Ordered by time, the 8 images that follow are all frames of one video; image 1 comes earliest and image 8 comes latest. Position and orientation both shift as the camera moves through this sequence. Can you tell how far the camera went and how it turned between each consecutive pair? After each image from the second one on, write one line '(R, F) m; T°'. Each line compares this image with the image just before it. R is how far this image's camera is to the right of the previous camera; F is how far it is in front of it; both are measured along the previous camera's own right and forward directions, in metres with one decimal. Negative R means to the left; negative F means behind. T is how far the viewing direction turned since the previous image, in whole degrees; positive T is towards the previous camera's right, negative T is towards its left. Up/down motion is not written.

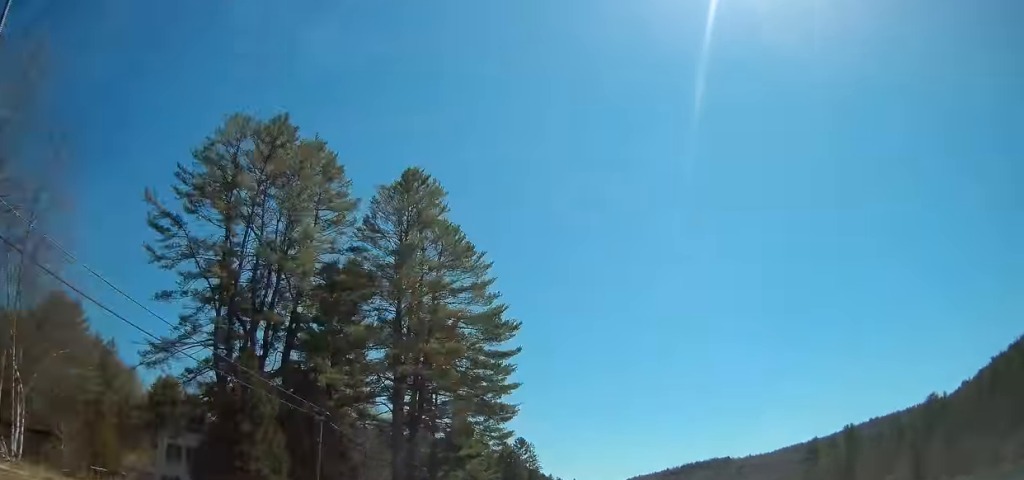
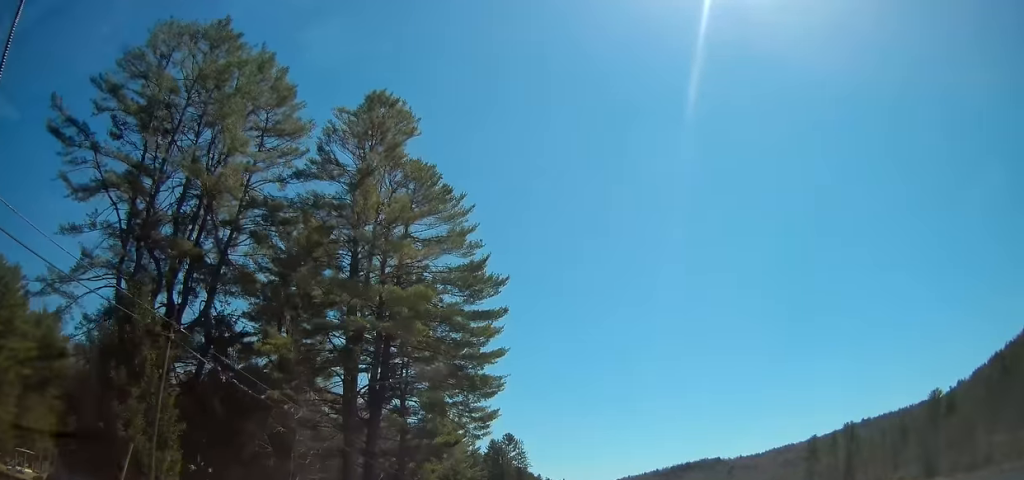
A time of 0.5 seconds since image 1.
(+0.1, +11.5) m; +1°
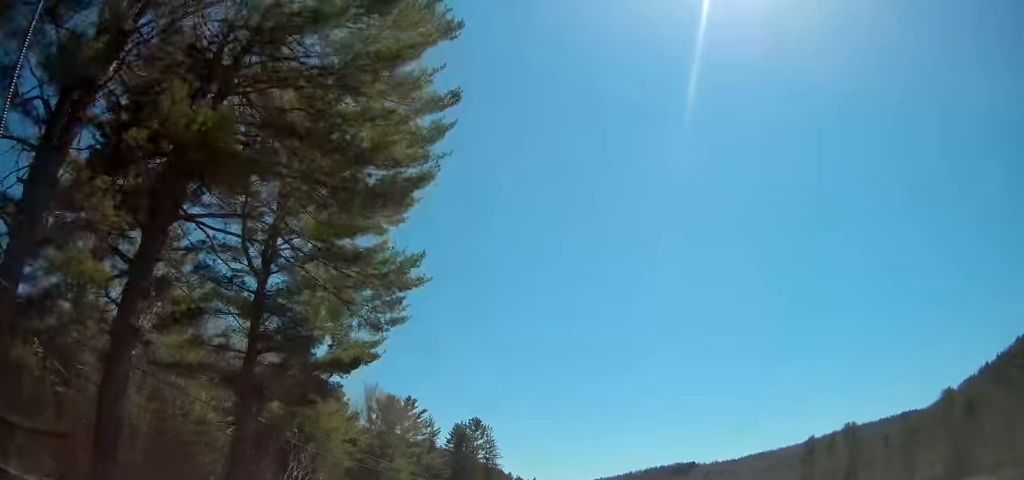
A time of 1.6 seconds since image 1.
(+0.5, +28.2) m; +2°
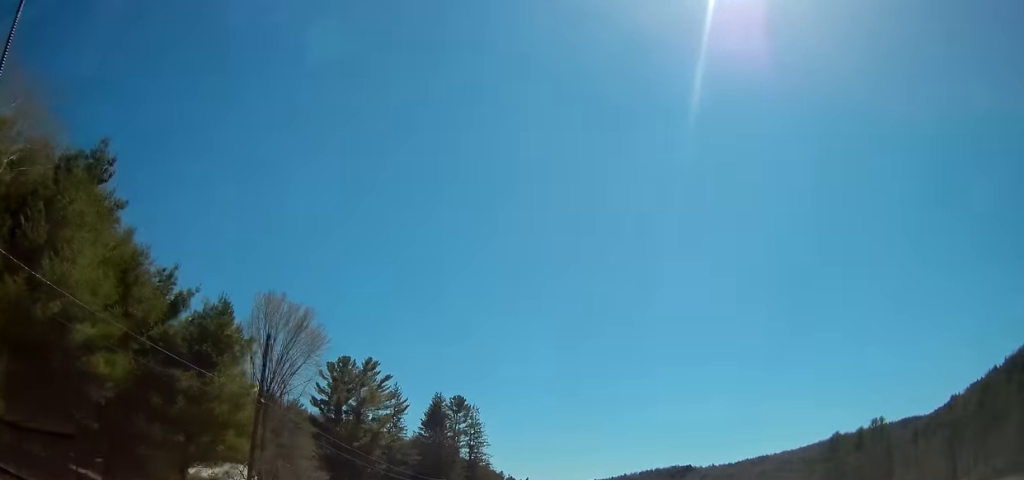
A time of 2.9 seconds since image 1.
(+0.6, +31.5) m; +2°
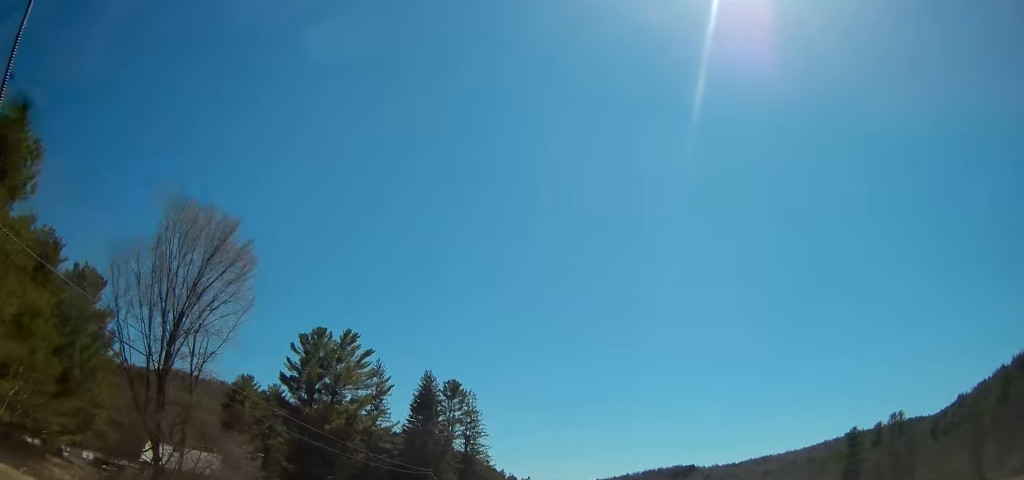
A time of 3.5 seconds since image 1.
(+0.1, +14.9) m; 0°
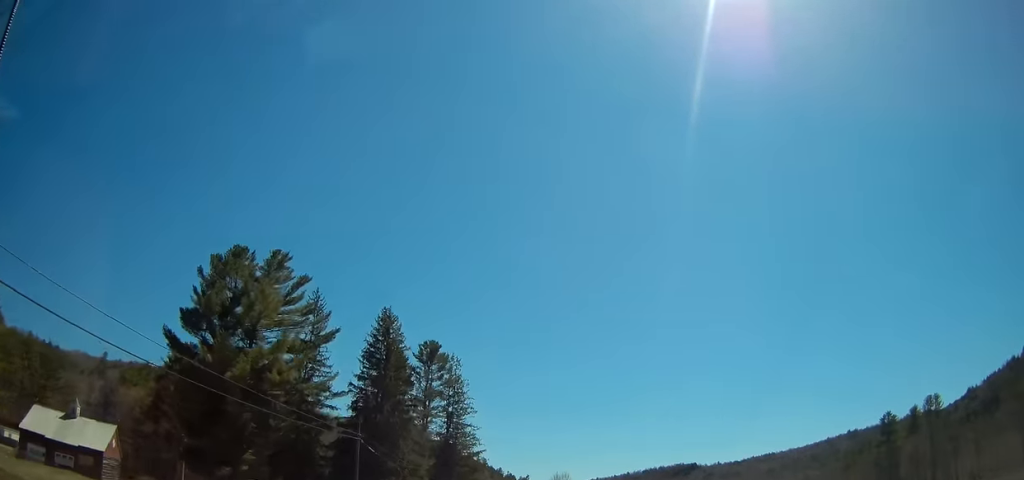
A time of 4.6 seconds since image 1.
(+0.1, +28.1) m; -1°
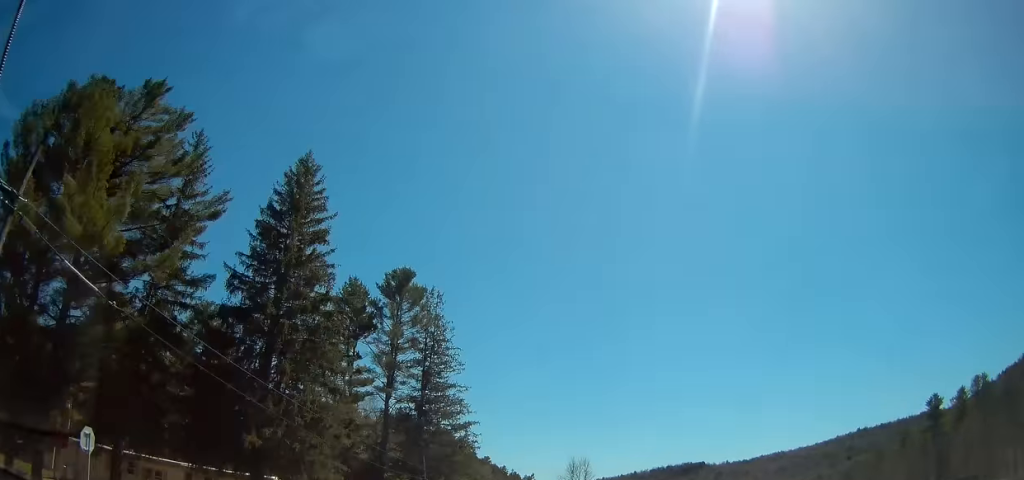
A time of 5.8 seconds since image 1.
(-0.3, +28.9) m; 0°
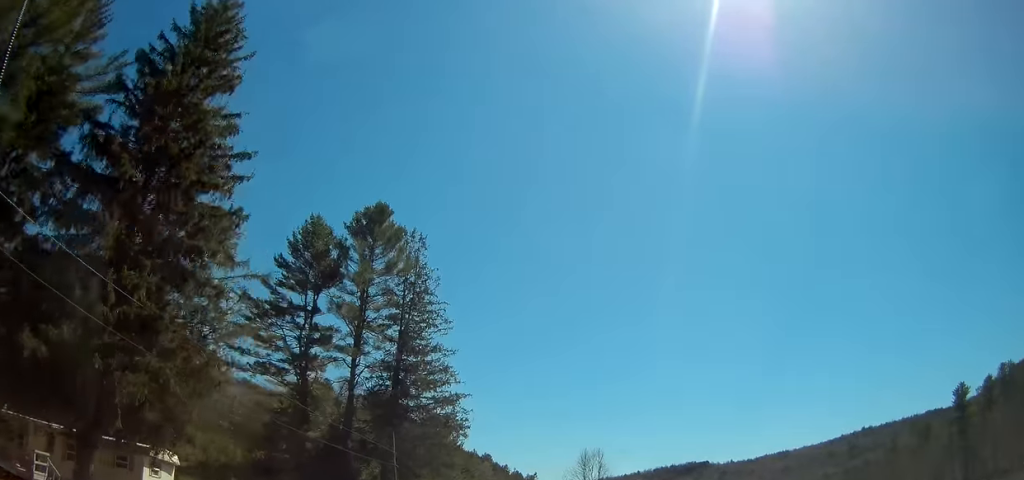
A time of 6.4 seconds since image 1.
(+0.2, +14.9) m; 0°
